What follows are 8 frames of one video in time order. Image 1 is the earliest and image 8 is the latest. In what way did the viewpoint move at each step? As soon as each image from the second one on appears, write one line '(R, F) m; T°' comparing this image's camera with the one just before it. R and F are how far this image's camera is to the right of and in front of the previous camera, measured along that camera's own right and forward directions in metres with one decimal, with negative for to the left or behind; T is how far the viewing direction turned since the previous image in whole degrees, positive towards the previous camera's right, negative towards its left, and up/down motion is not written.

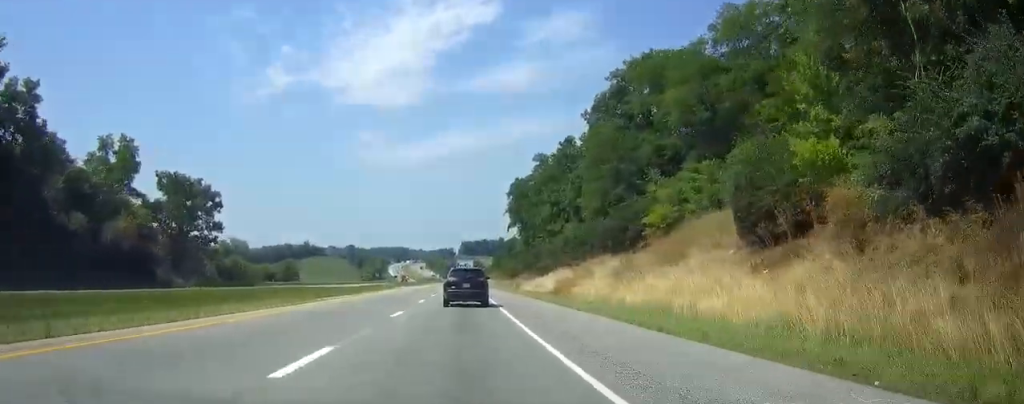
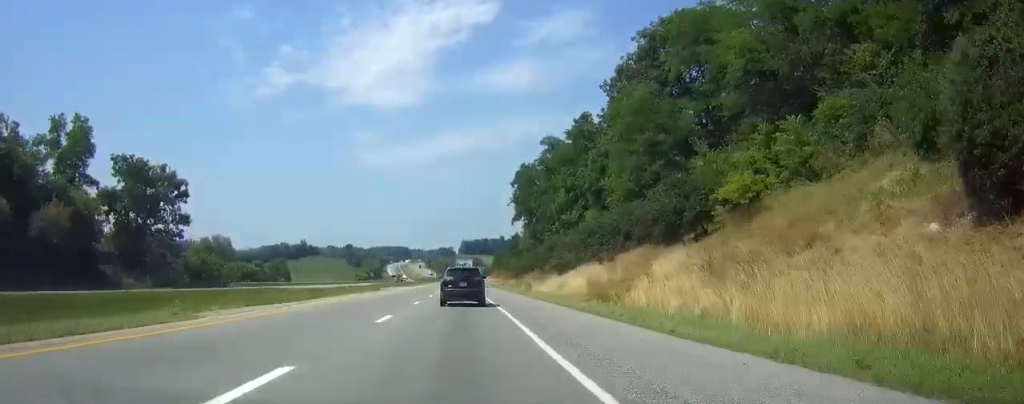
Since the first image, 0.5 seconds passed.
(-0.1, +14.7) m; 0°
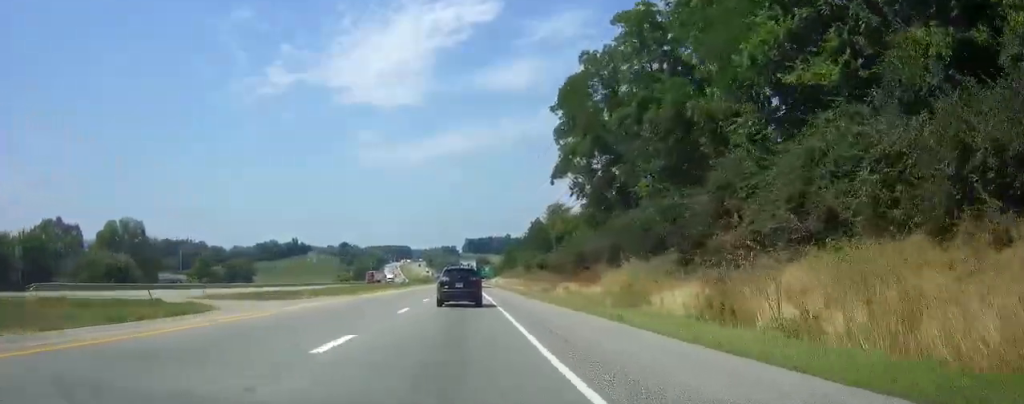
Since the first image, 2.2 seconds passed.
(-0.2, +56.0) m; 0°
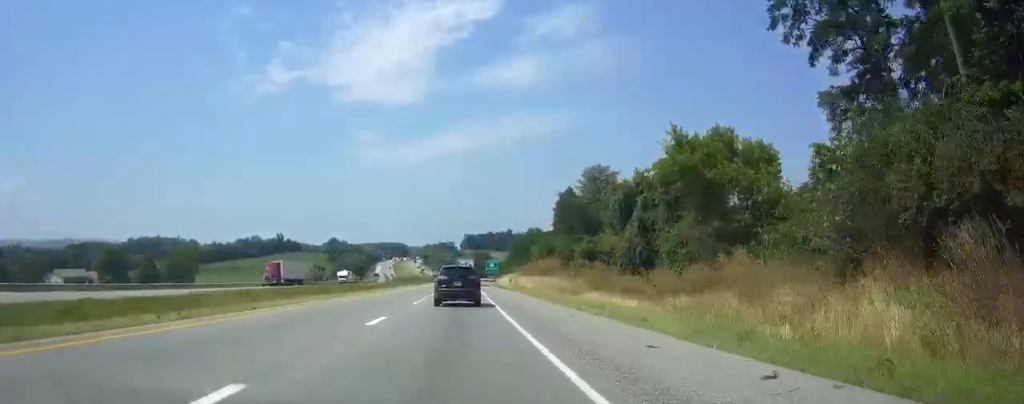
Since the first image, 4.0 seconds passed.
(0.0, +55.2) m; 0°
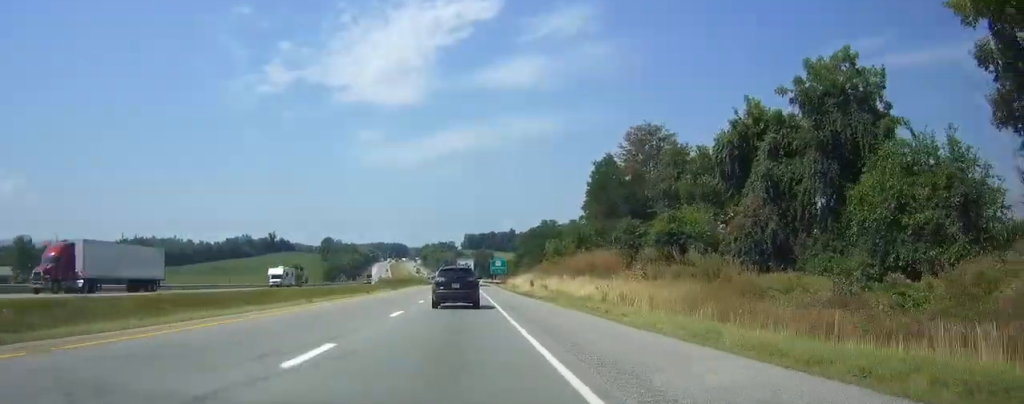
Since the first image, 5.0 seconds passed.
(0.0, +31.9) m; 0°
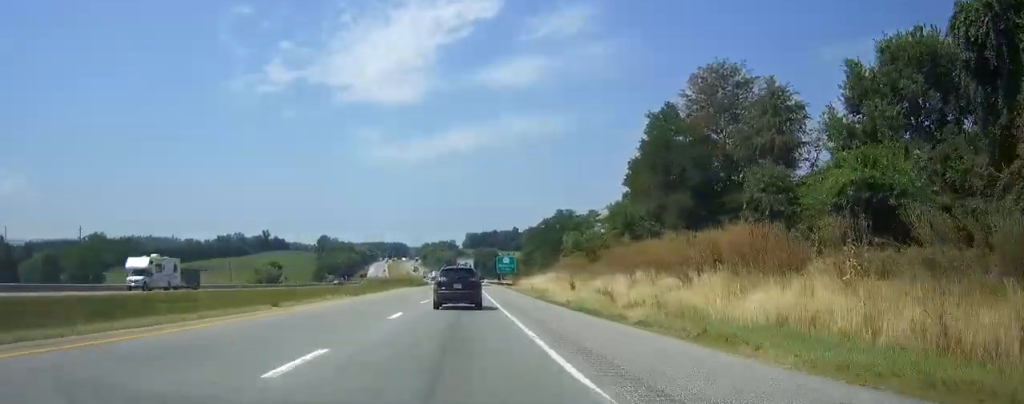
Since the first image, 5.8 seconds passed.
(0.0, +25.6) m; 0°
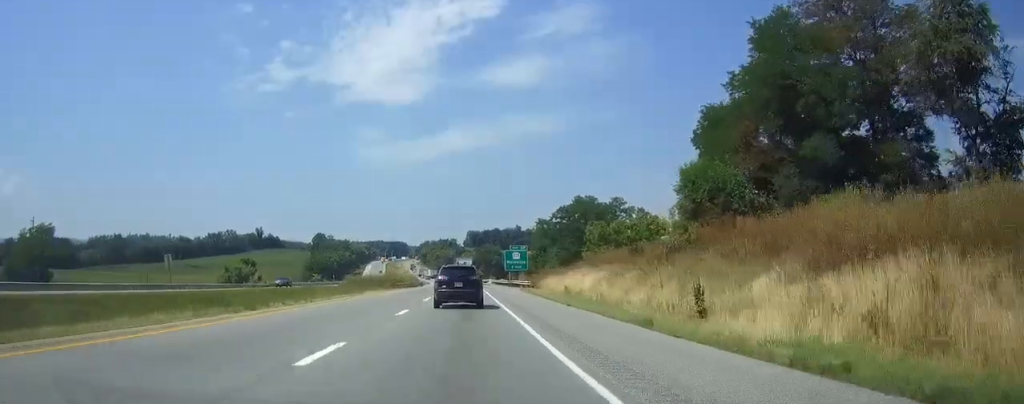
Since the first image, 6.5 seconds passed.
(-0.1, +23.4) m; 0°
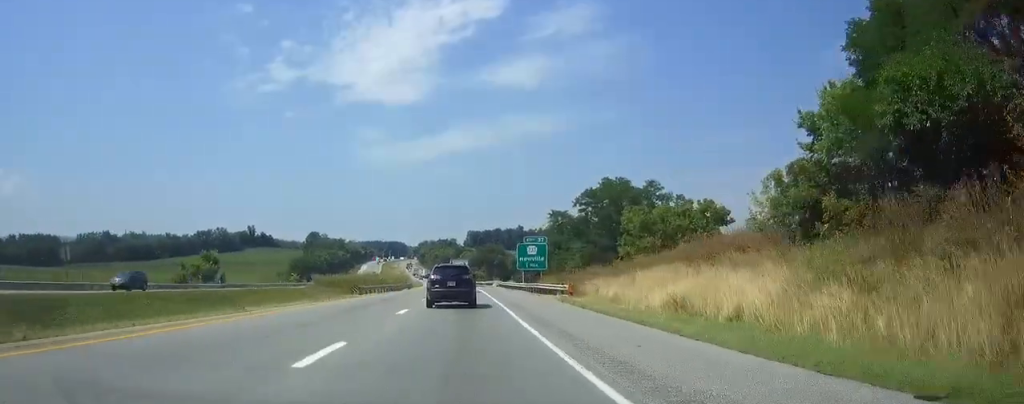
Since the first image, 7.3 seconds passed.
(0.0, +24.4) m; 0°
